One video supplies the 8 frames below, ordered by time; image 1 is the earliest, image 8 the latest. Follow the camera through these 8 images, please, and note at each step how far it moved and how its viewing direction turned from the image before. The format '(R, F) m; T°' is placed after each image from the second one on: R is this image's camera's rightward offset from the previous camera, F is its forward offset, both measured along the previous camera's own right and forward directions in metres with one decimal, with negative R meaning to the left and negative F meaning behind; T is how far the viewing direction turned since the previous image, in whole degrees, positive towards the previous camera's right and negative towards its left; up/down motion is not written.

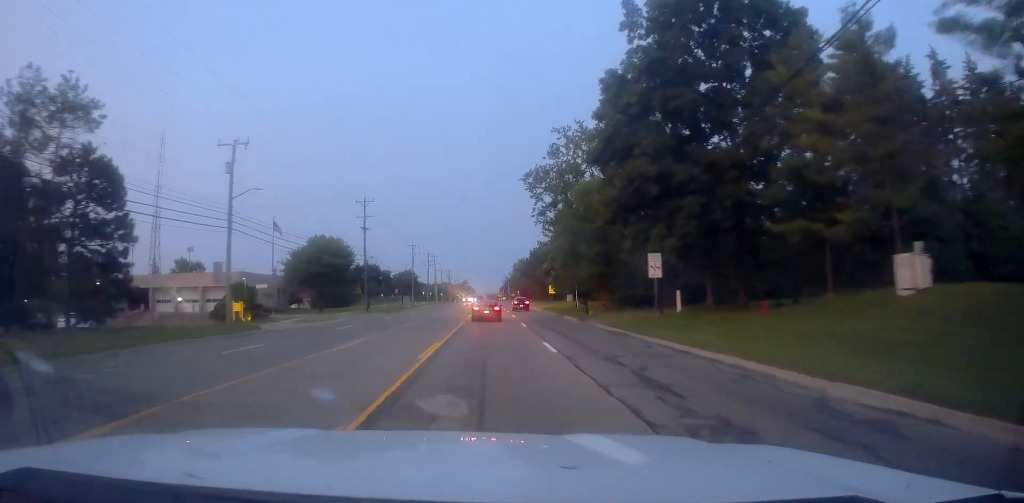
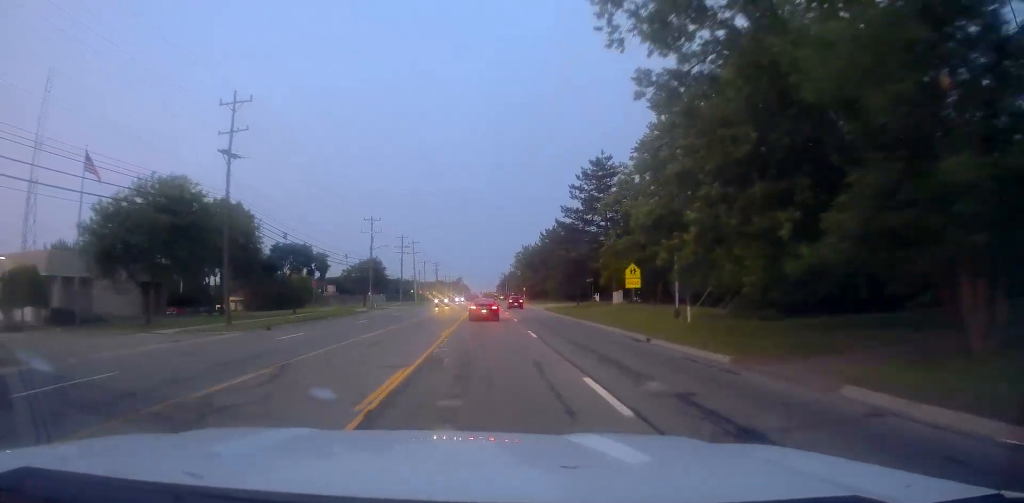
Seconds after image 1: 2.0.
(0.0, +39.9) m; -1°
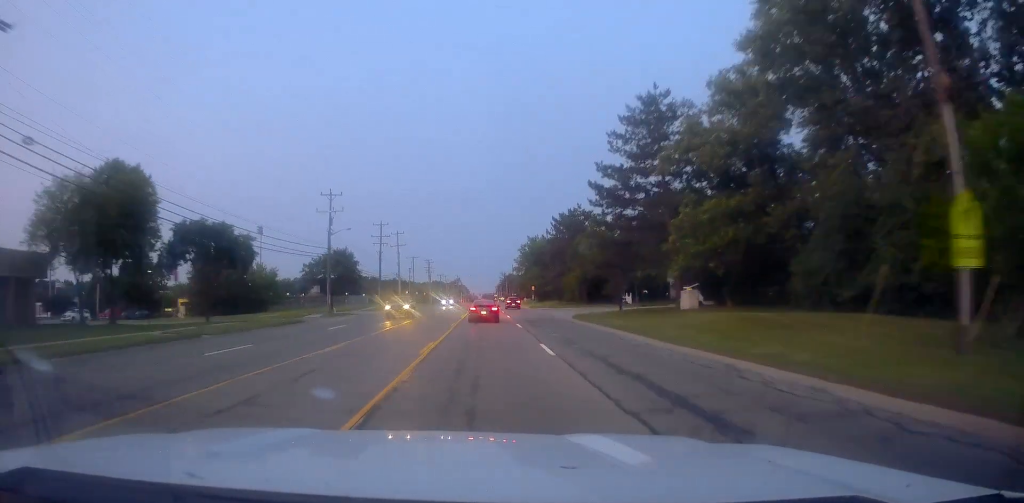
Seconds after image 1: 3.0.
(-0.6, +21.8) m; 0°
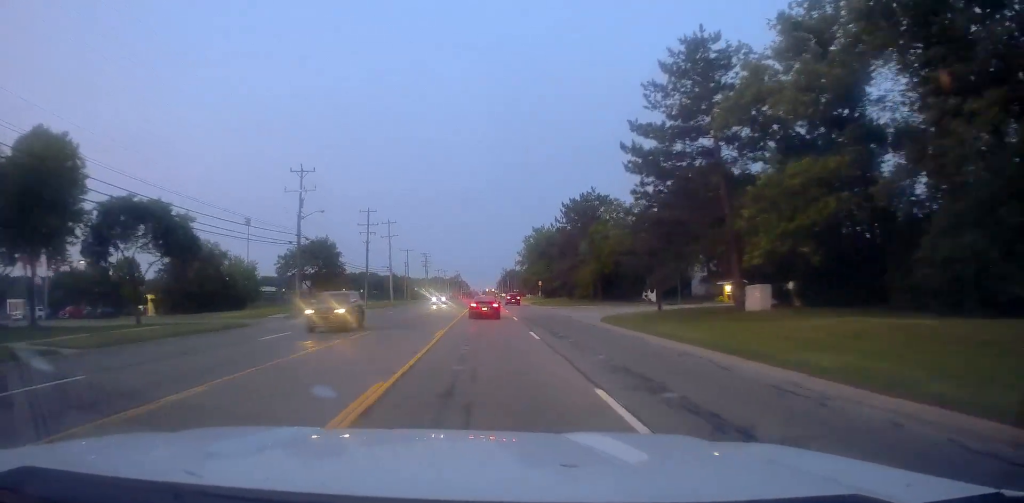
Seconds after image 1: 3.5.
(+0.3, +10.2) m; 0°
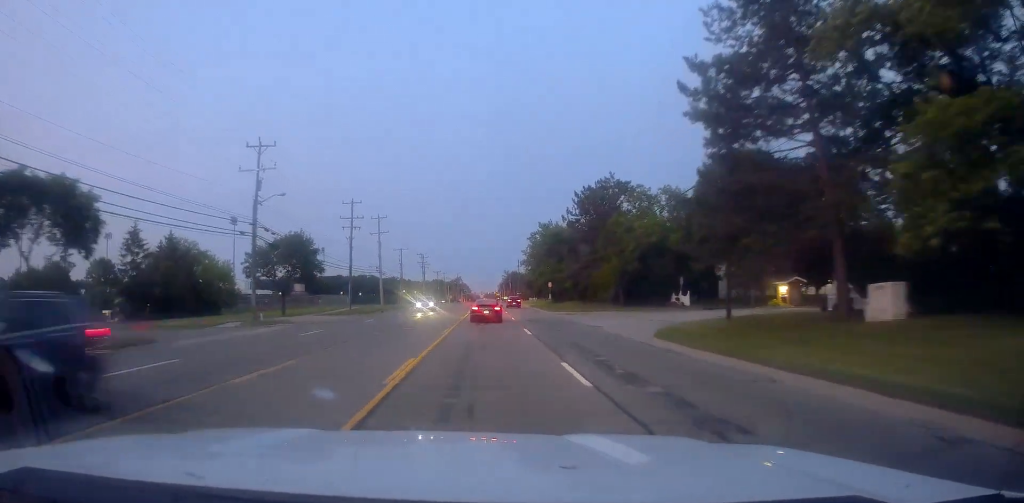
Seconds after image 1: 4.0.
(+0.3, +10.2) m; 0°
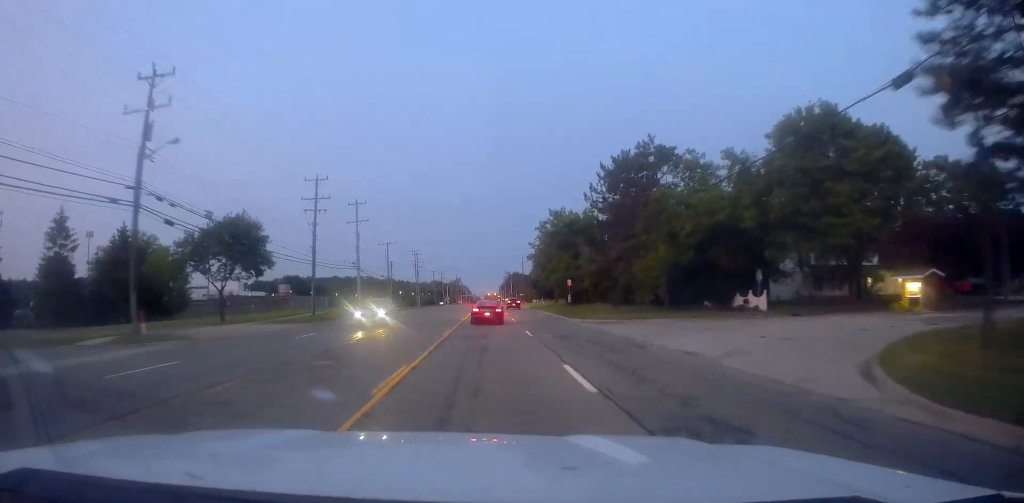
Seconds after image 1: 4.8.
(-0.2, +15.2) m; 0°
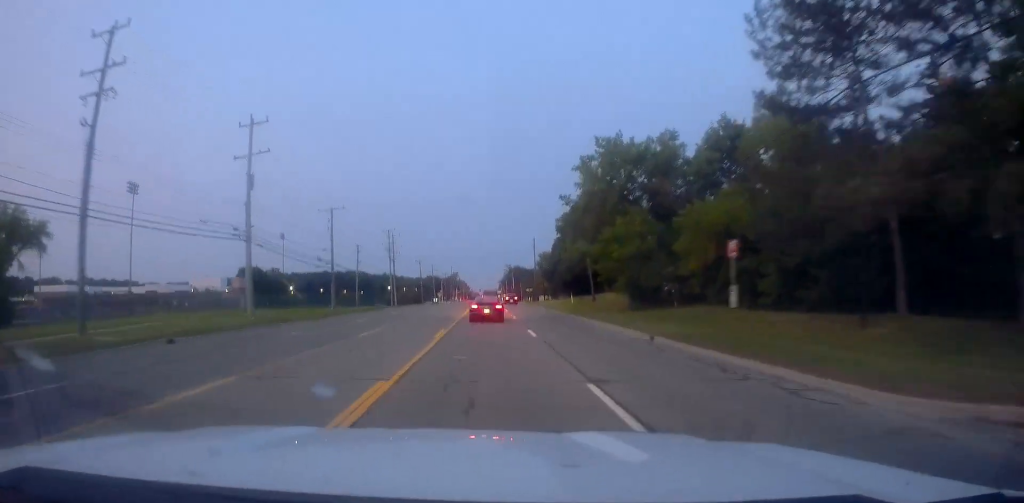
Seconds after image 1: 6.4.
(-0.1, +34.2) m; -1°
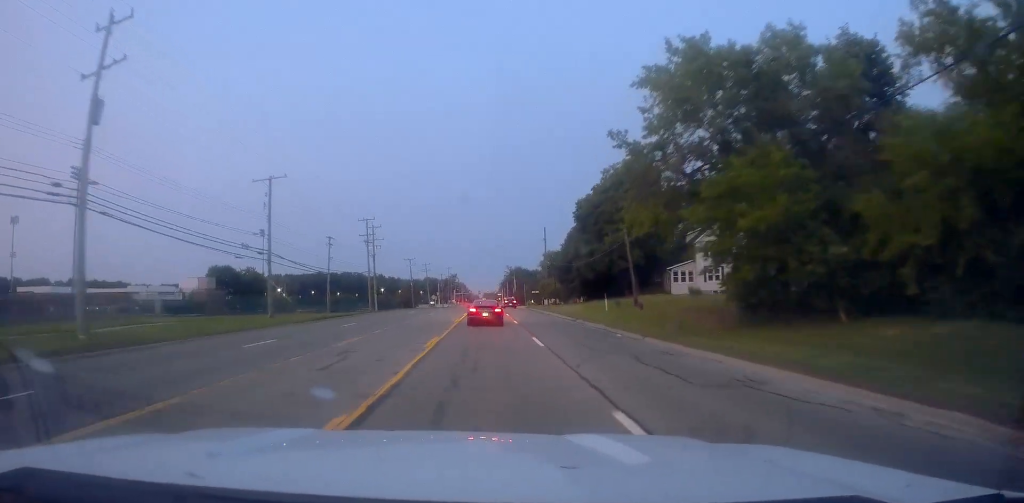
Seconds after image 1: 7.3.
(-0.4, +18.1) m; 0°
